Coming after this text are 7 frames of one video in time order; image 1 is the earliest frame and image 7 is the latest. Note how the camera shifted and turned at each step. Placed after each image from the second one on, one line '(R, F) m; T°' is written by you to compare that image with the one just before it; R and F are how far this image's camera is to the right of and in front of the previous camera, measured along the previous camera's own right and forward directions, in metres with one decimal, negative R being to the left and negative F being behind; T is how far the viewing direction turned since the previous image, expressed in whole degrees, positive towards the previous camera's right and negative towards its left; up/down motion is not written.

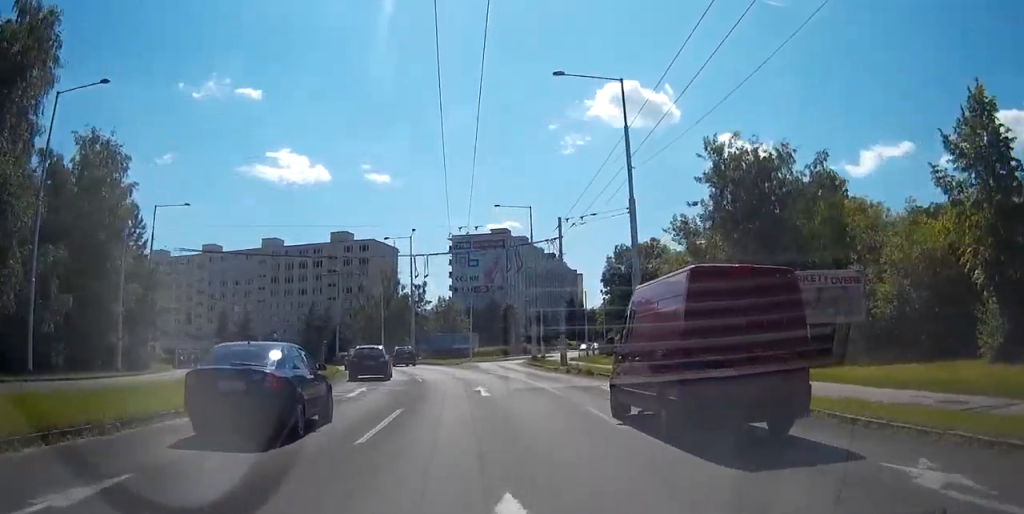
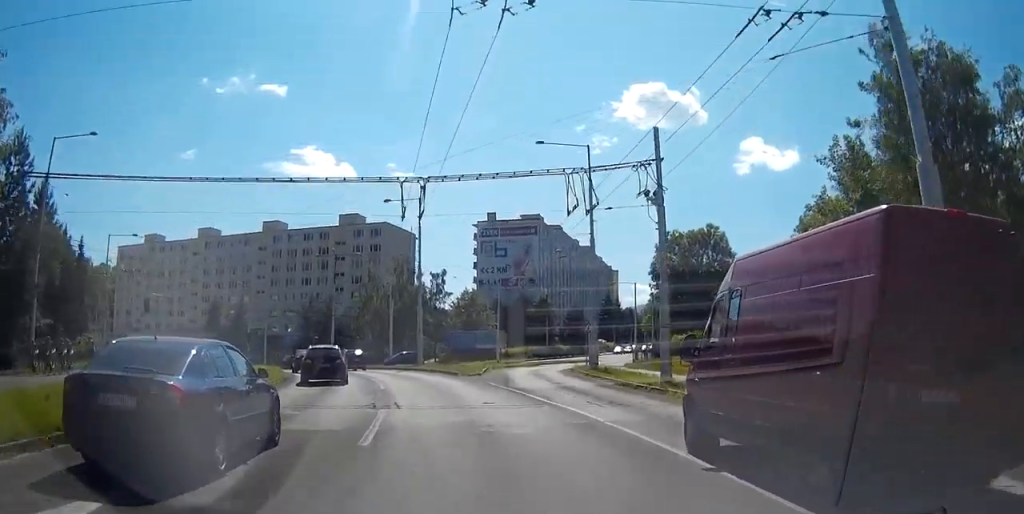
(-0.1, +19.2) m; -2°
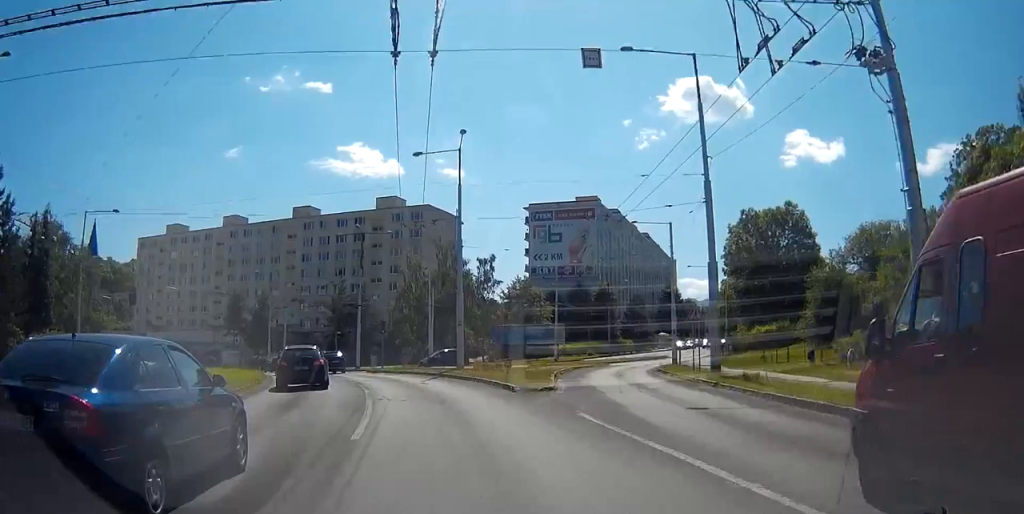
(-0.2, +13.1) m; -6°
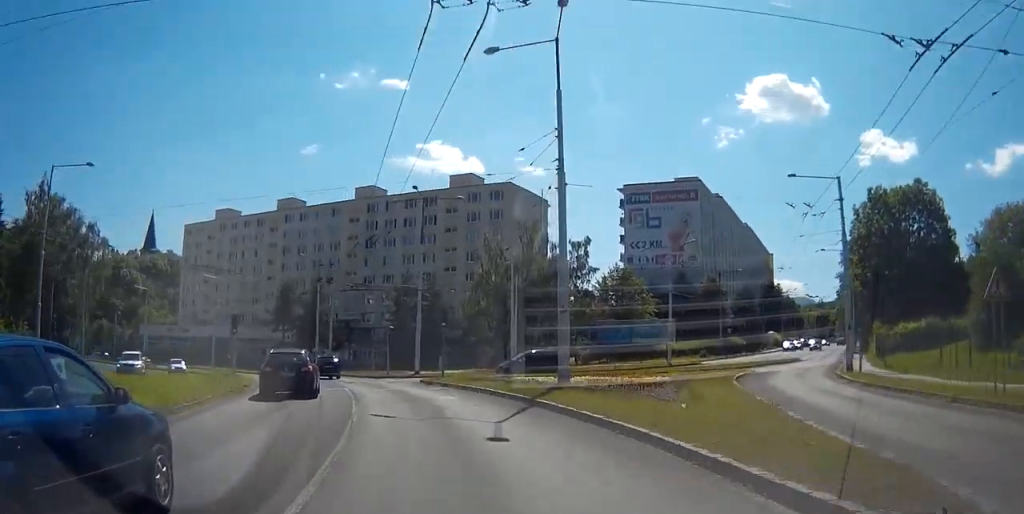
(-1.7, +15.8) m; -9°
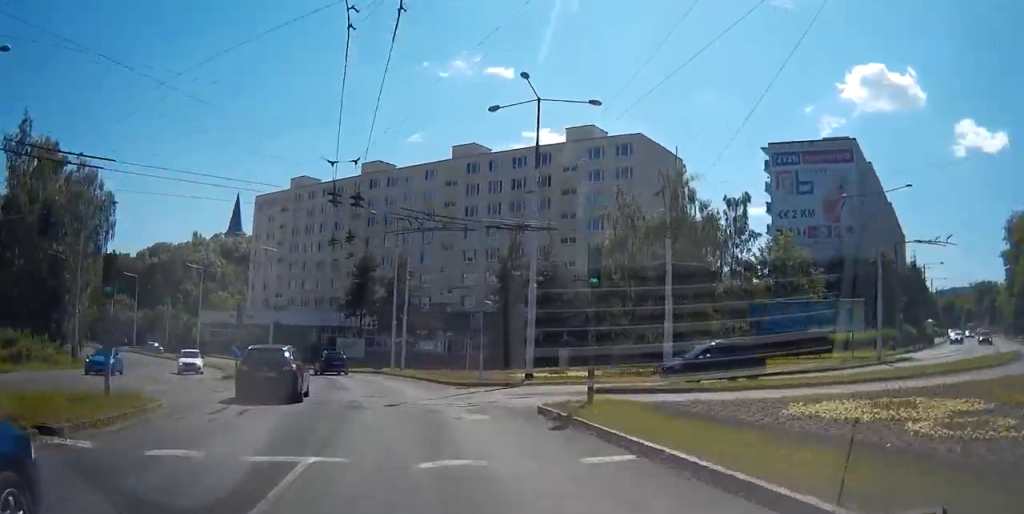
(-0.7, +19.7) m; -2°
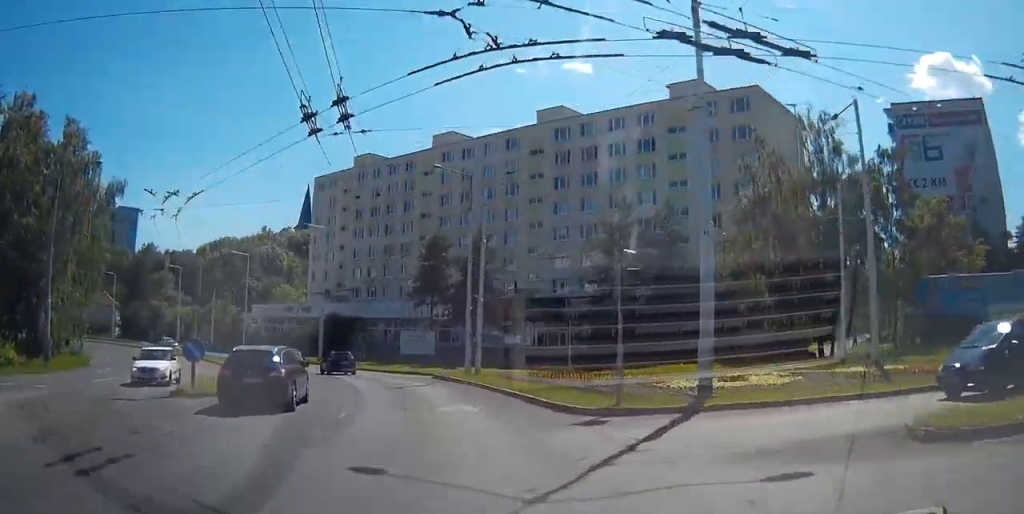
(0.0, +14.8) m; 0°
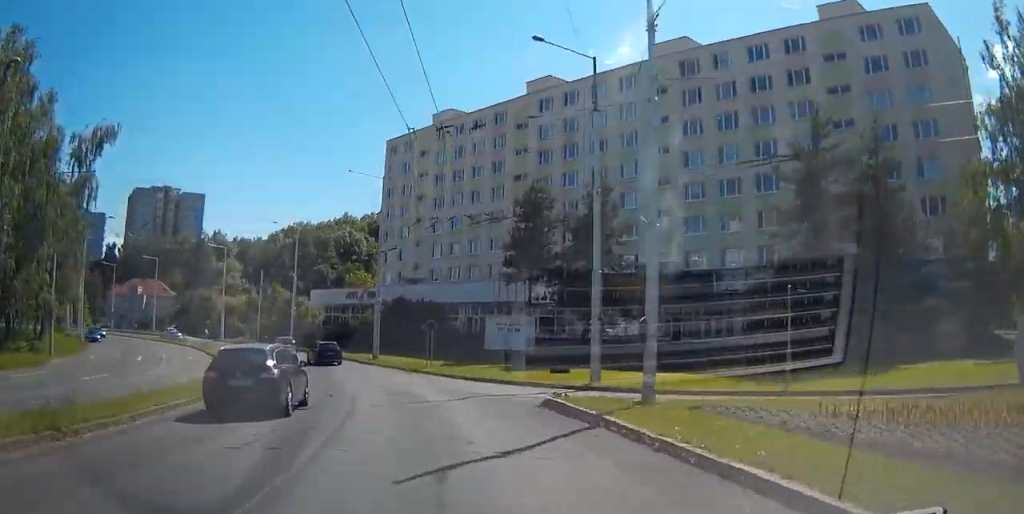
(0.0, +19.0) m; -5°
